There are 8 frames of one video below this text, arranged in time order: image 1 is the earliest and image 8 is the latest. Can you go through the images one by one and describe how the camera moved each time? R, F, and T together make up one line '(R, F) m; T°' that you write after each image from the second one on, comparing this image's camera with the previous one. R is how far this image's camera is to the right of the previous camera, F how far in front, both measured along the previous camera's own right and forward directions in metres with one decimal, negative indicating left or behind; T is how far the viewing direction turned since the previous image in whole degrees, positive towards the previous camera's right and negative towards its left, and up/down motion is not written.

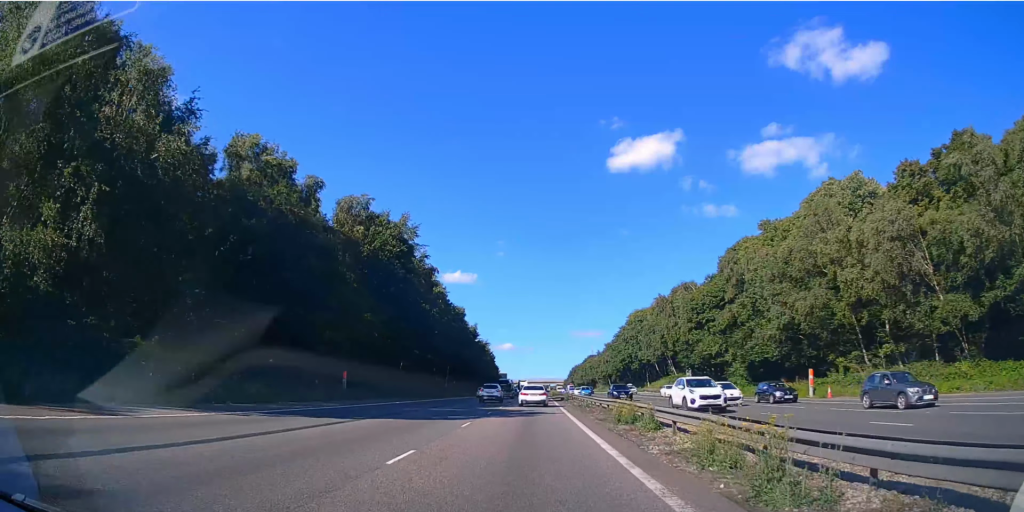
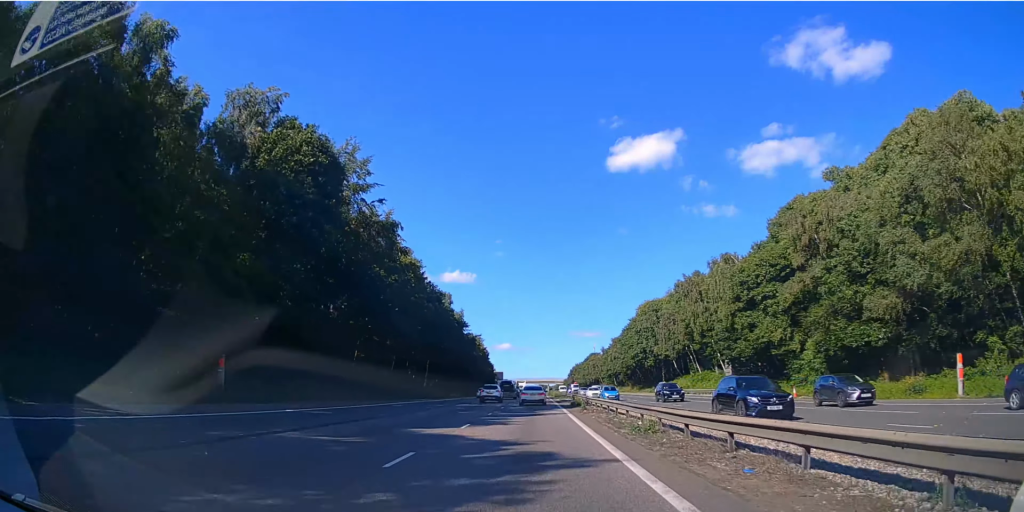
(+0.1, +20.1) m; 0°
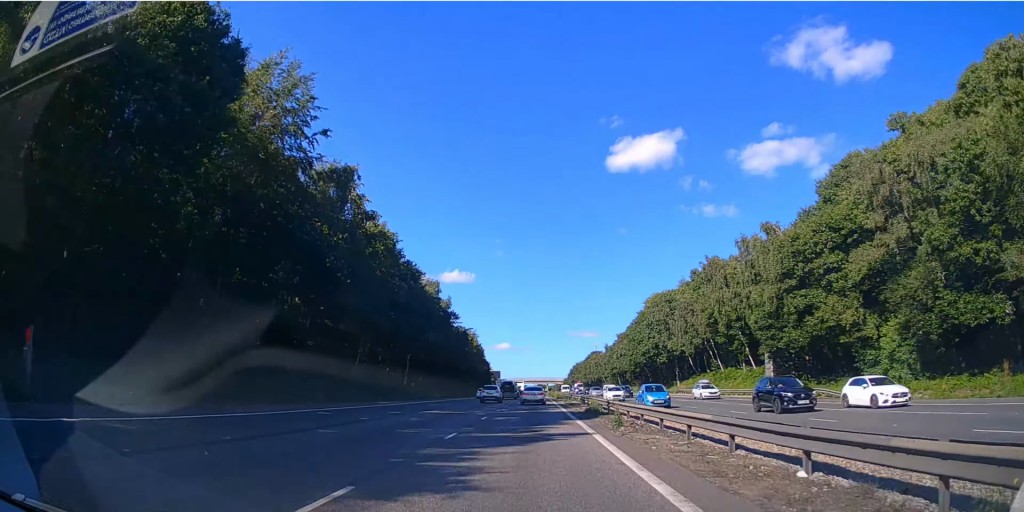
(0.0, +13.6) m; 0°
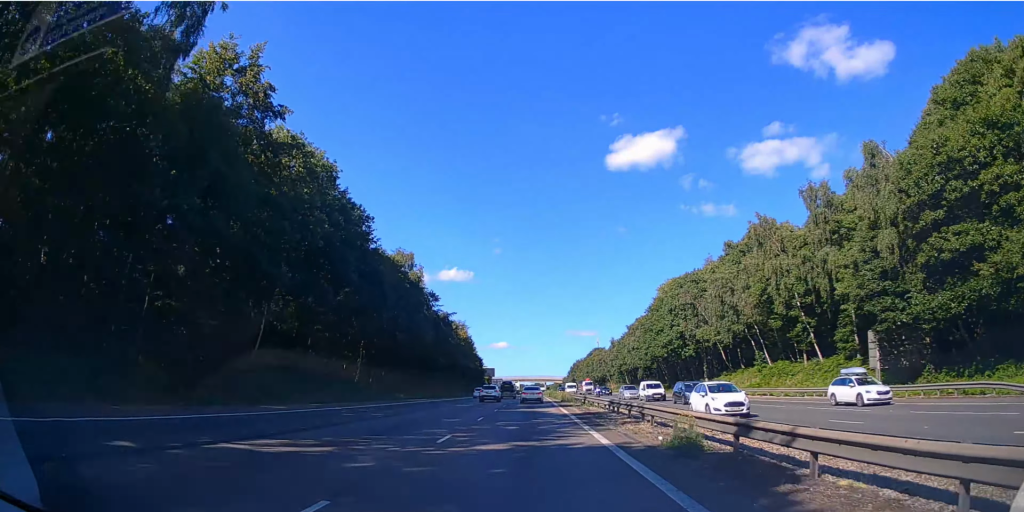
(0.0, +20.1) m; 0°
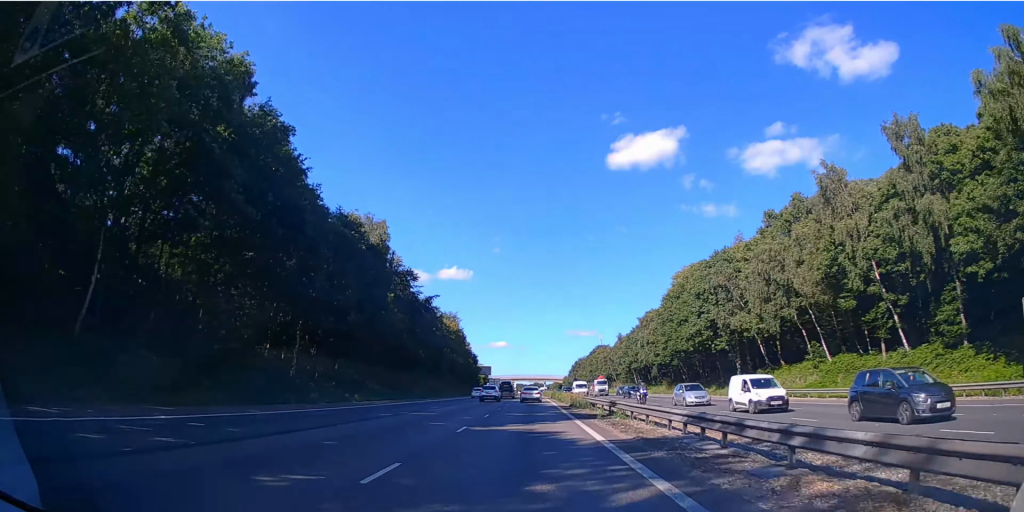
(0.0, +15.4) m; 0°
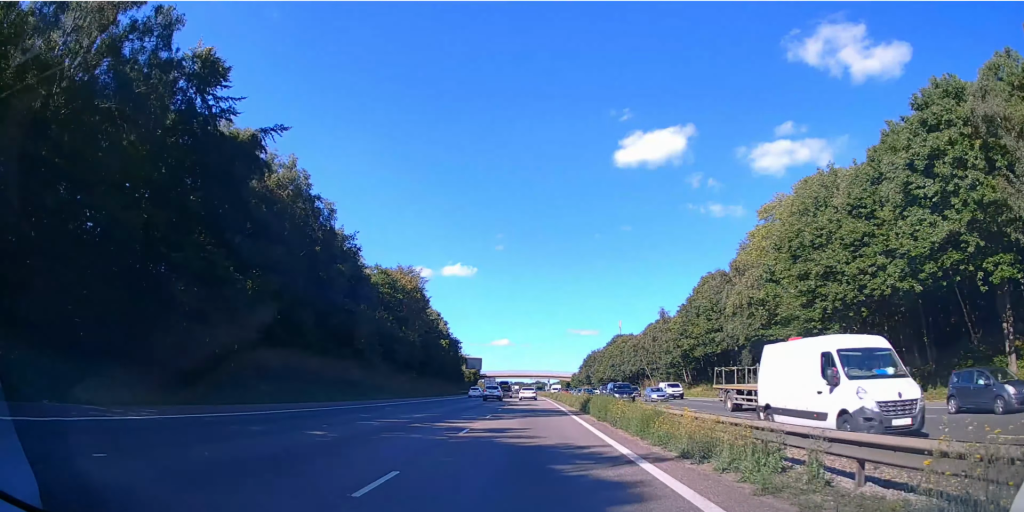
(0.0, +46.3) m; 0°
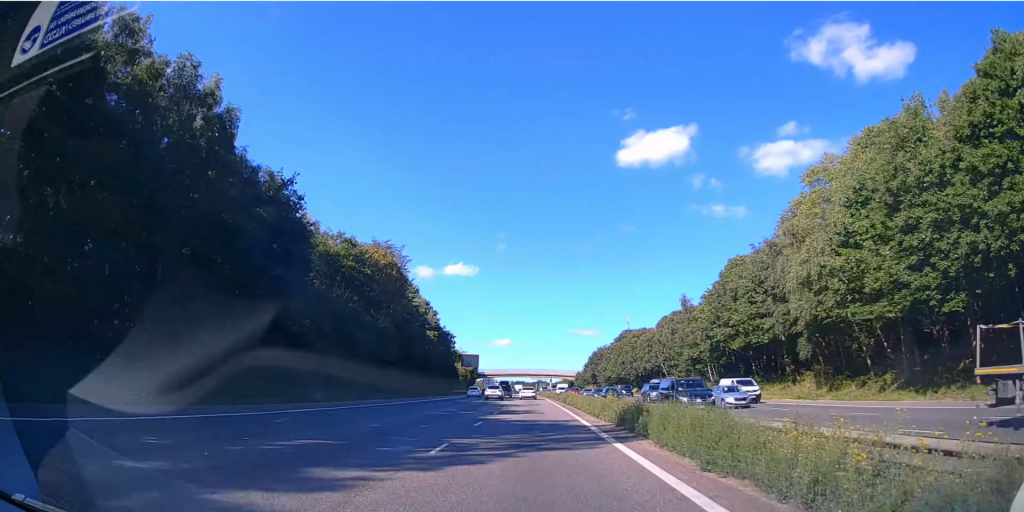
(-0.1, +13.8) m; 0°
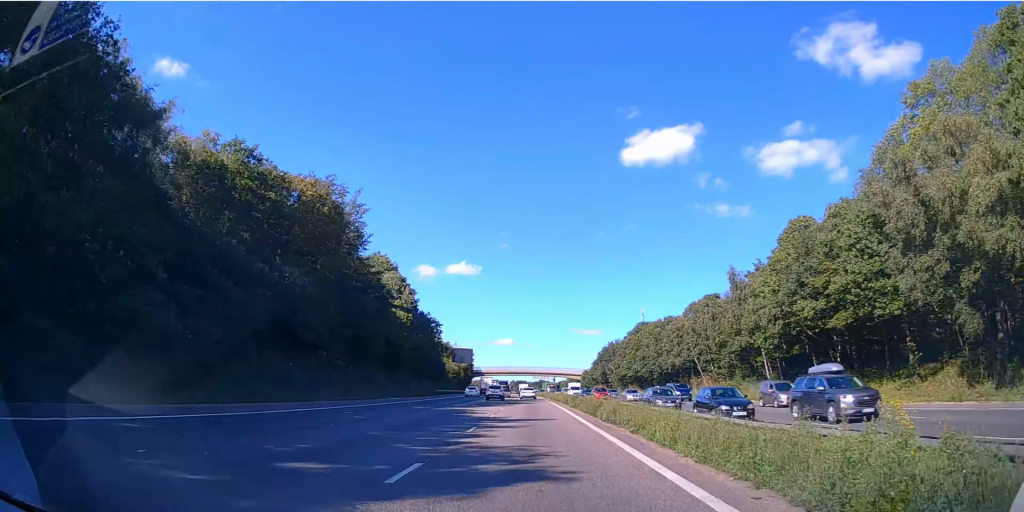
(+0.1, +20.6) m; 0°
